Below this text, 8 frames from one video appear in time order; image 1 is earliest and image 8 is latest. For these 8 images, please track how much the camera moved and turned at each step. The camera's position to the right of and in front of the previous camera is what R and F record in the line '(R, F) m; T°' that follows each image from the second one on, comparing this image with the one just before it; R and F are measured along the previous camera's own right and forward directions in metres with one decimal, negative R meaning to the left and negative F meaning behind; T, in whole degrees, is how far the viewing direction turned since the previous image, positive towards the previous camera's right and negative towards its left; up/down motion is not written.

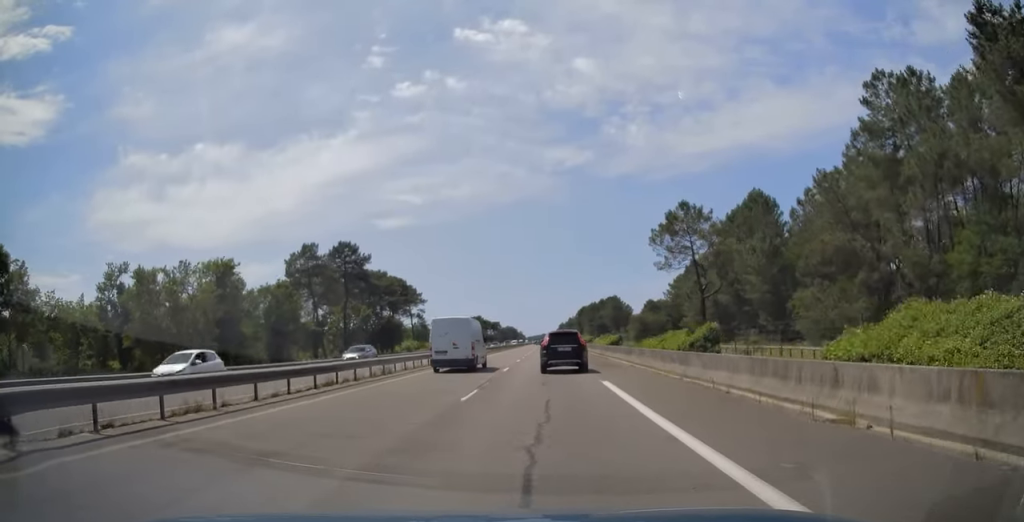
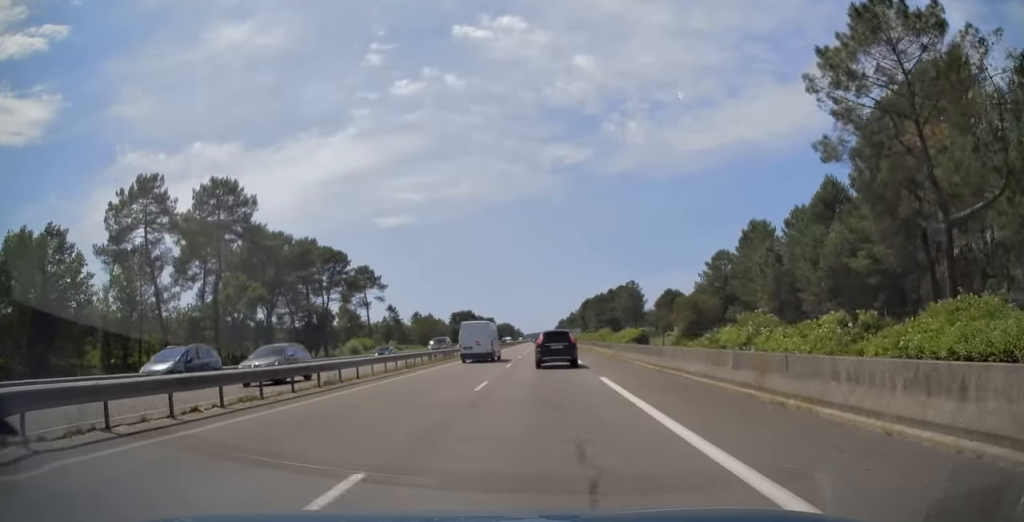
(+0.1, +49.5) m; 0°
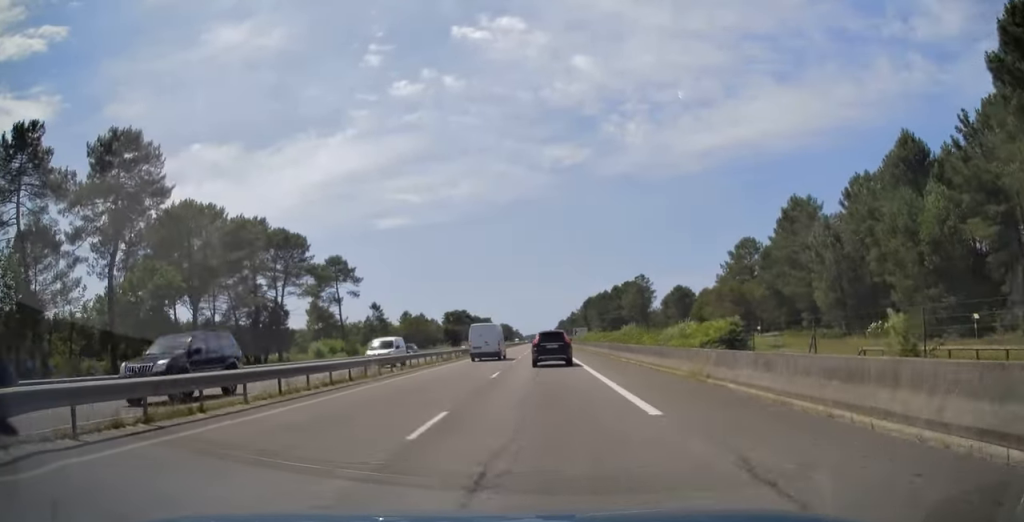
(0.0, +20.8) m; +1°
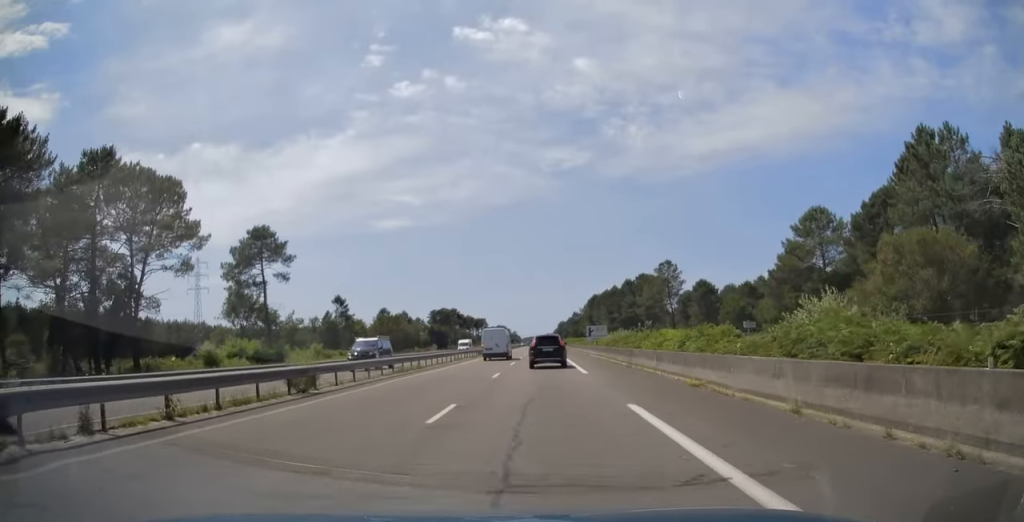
(+0.5, +37.1) m; 0°
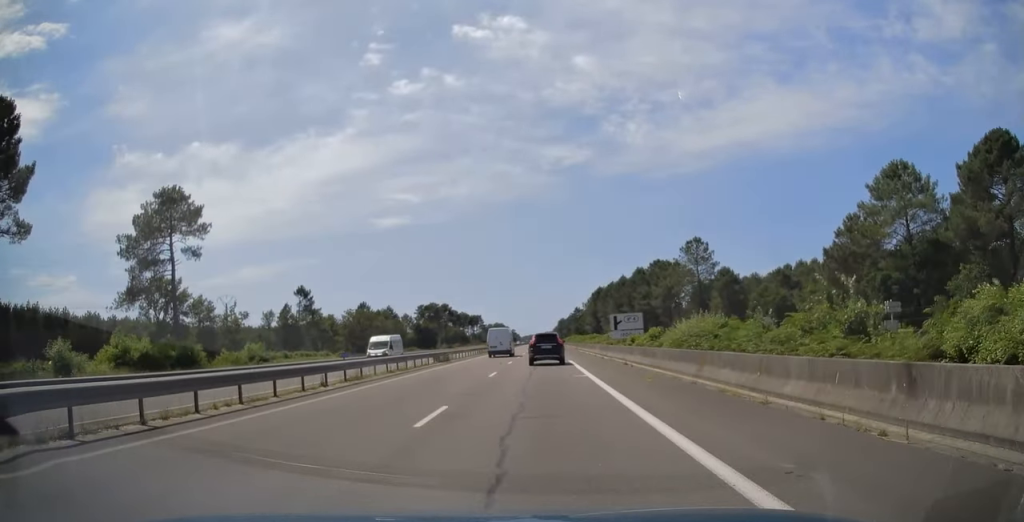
(-0.3, +26.6) m; -1°
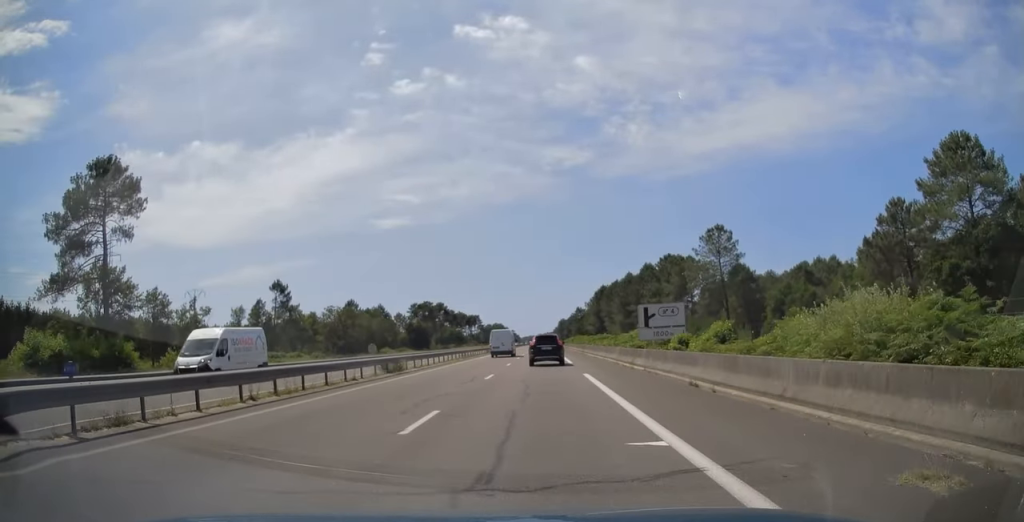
(0.0, +13.8) m; 0°
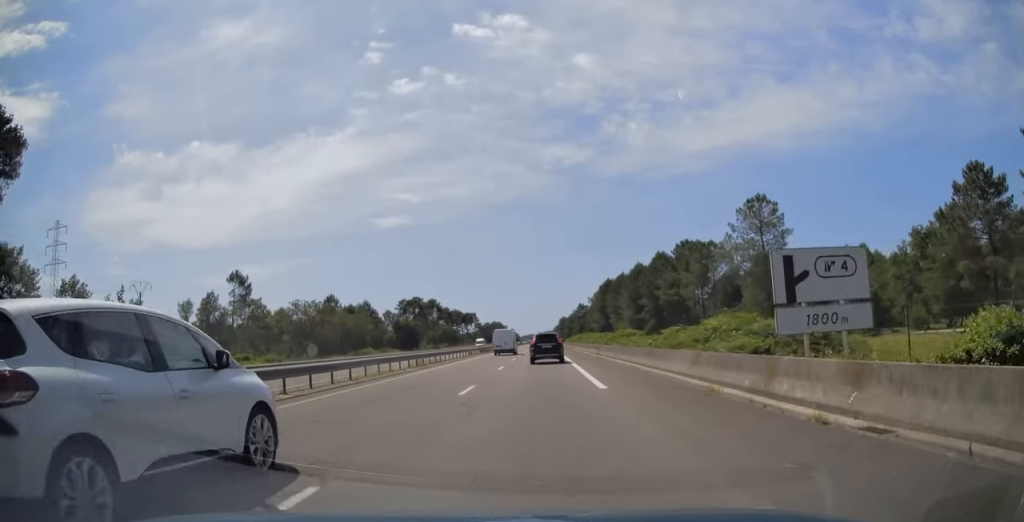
(0.0, +19.2) m; 0°
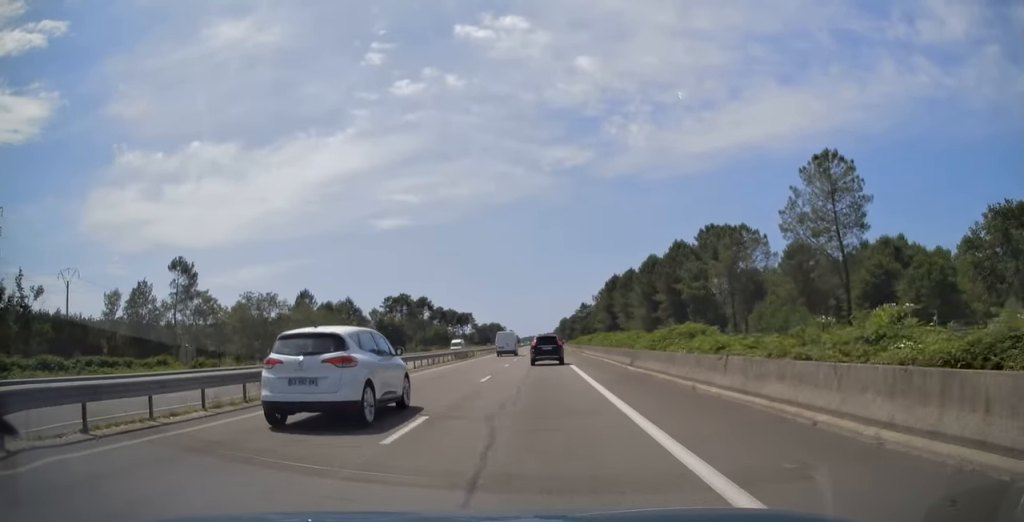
(0.0, +20.2) m; 0°
